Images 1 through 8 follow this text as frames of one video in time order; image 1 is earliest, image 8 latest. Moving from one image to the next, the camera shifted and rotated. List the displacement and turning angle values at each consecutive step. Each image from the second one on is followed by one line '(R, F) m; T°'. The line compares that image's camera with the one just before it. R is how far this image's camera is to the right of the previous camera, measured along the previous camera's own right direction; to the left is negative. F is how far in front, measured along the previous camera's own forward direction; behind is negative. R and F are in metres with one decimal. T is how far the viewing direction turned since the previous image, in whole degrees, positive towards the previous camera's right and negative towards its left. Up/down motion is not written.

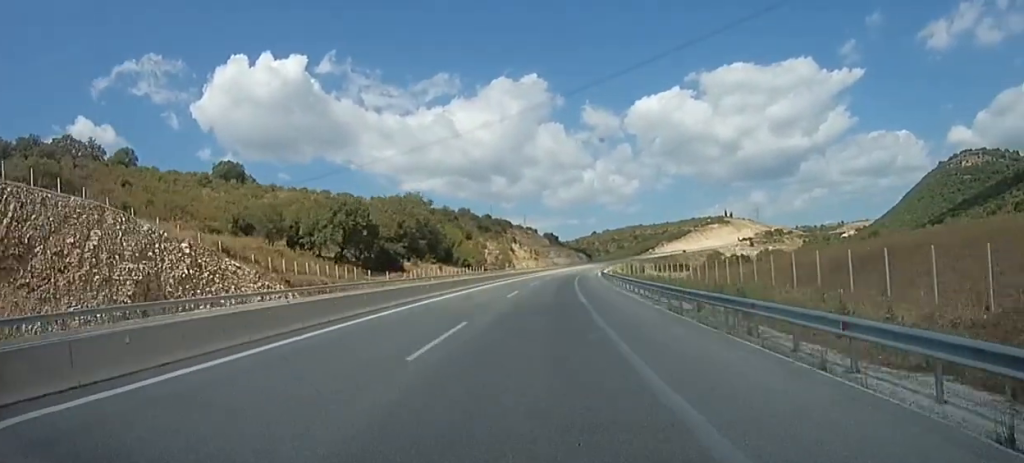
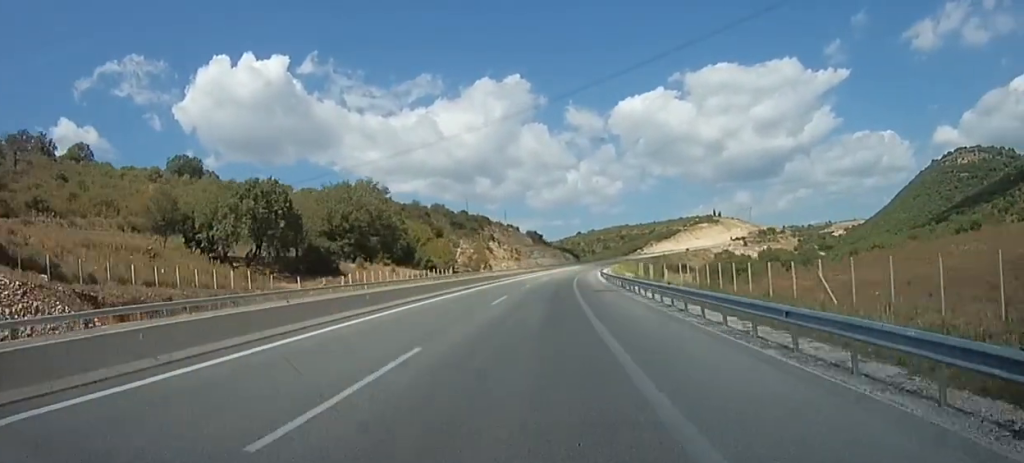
(+0.2, +24.1) m; +1°
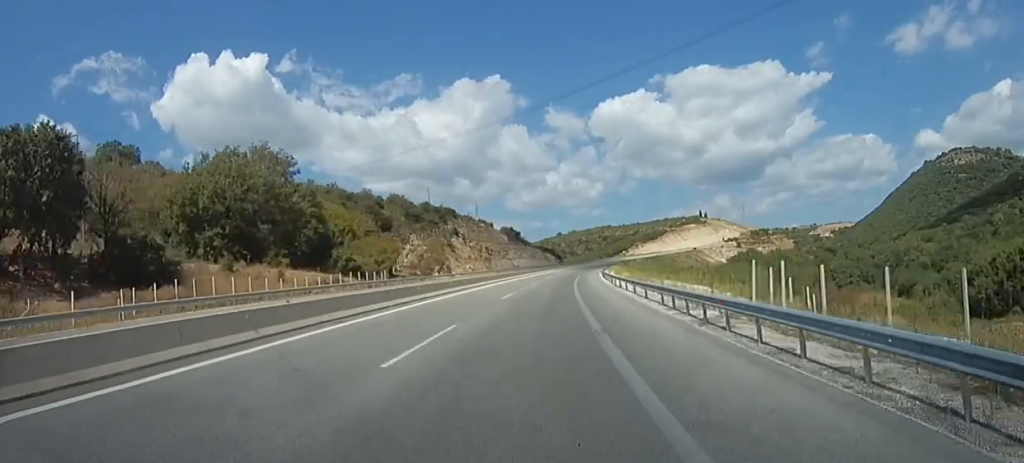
(+0.2, +36.3) m; +3°
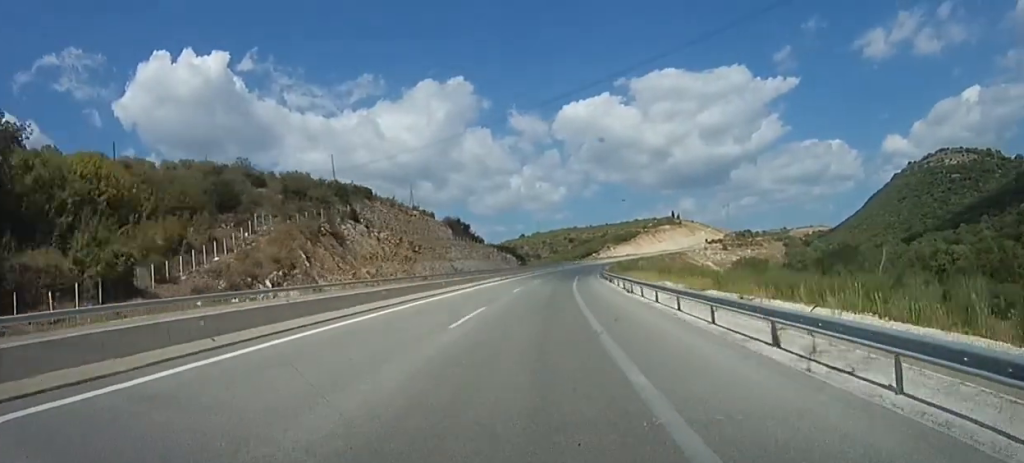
(+2.5, +57.9) m; +5°
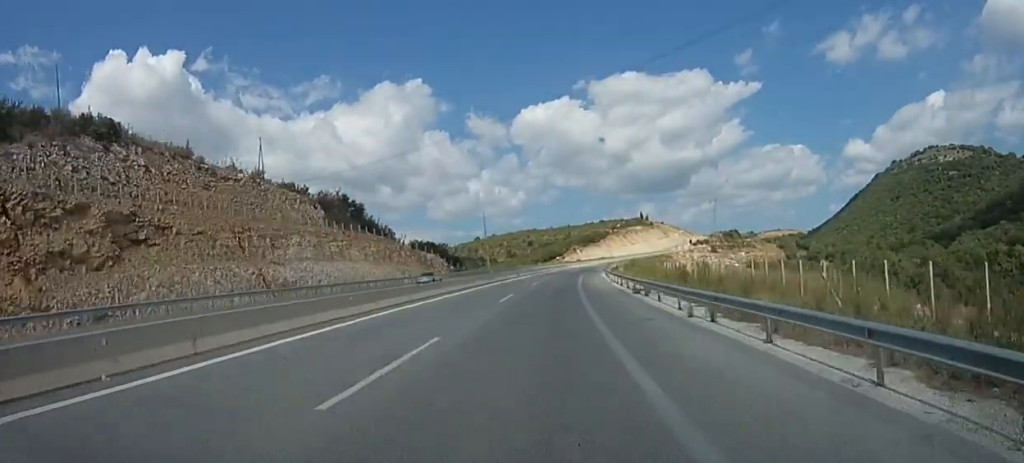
(+4.9, +83.2) m; +5°
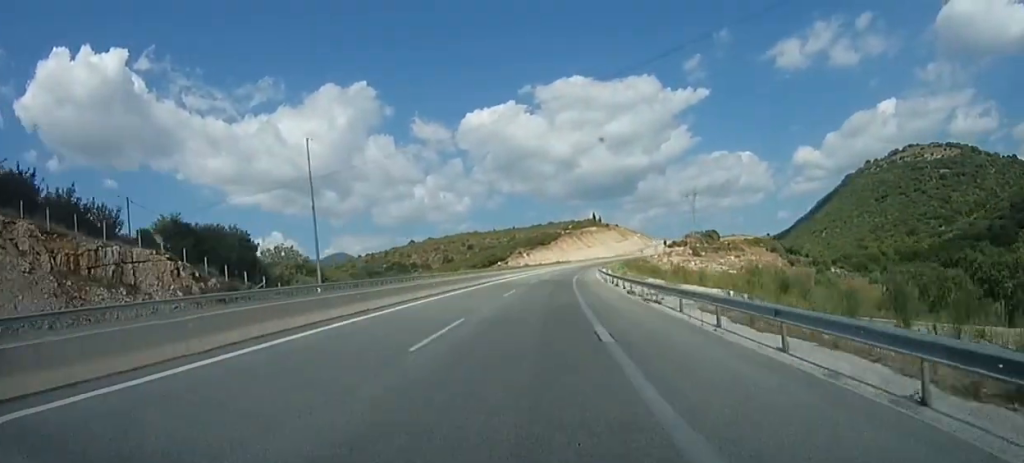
(+2.7, +64.4) m; +5°
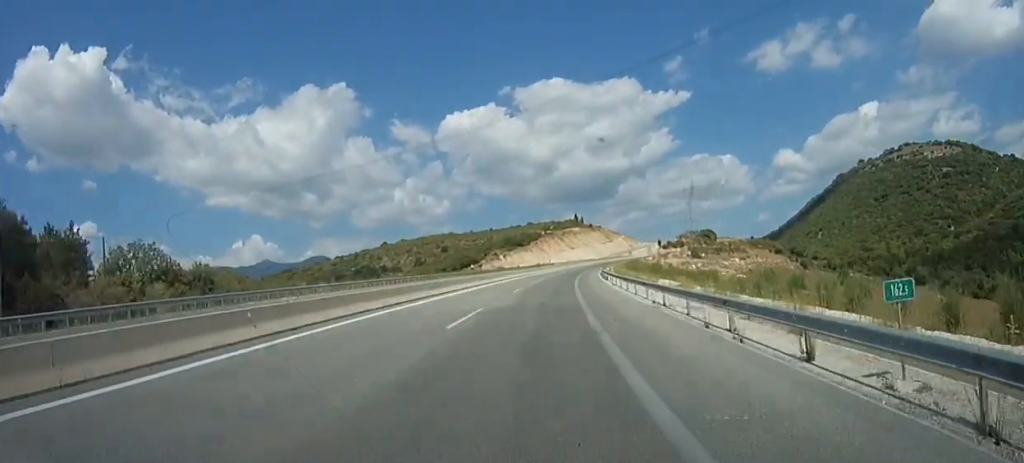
(+0.5, +26.7) m; +2°
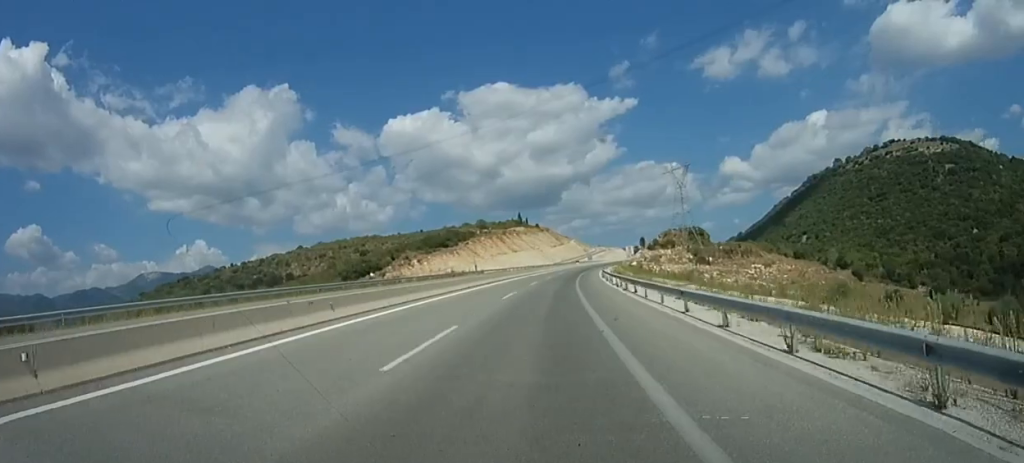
(+2.3, +70.4) m; +5°
